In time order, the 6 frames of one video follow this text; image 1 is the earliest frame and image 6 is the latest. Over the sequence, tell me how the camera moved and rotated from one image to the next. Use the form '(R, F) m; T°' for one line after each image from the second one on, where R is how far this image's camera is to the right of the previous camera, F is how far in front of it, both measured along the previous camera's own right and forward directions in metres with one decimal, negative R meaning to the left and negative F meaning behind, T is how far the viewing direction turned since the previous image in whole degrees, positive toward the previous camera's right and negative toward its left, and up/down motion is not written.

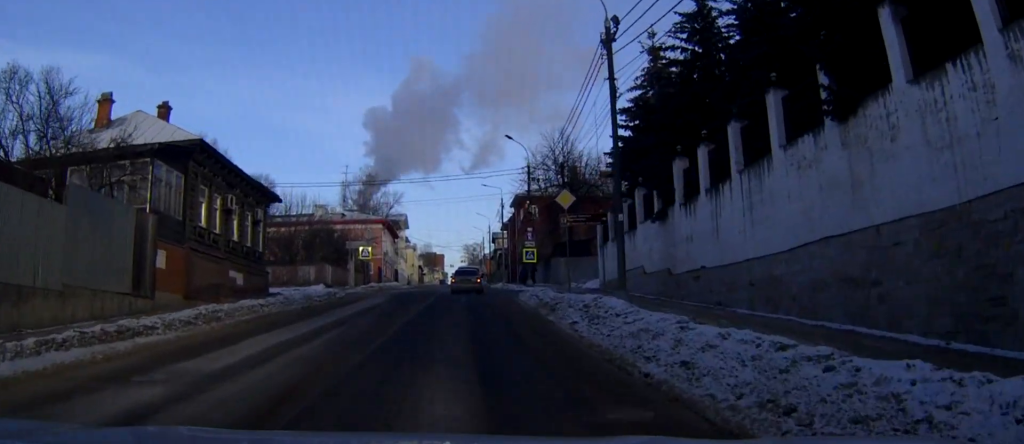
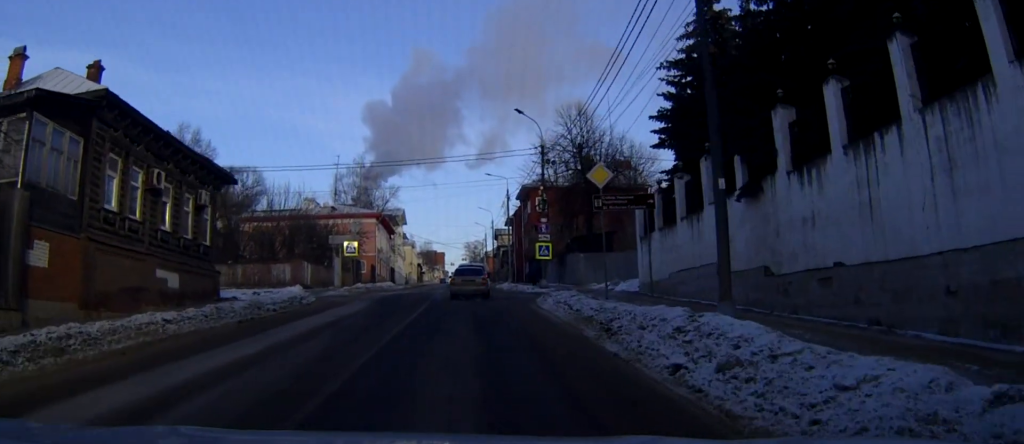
(0.0, +9.2) m; 0°
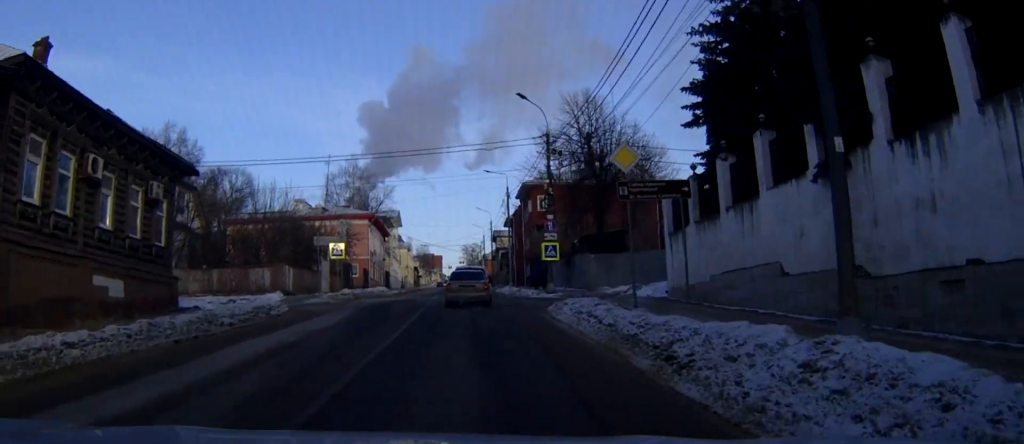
(0.0, +5.0) m; 0°
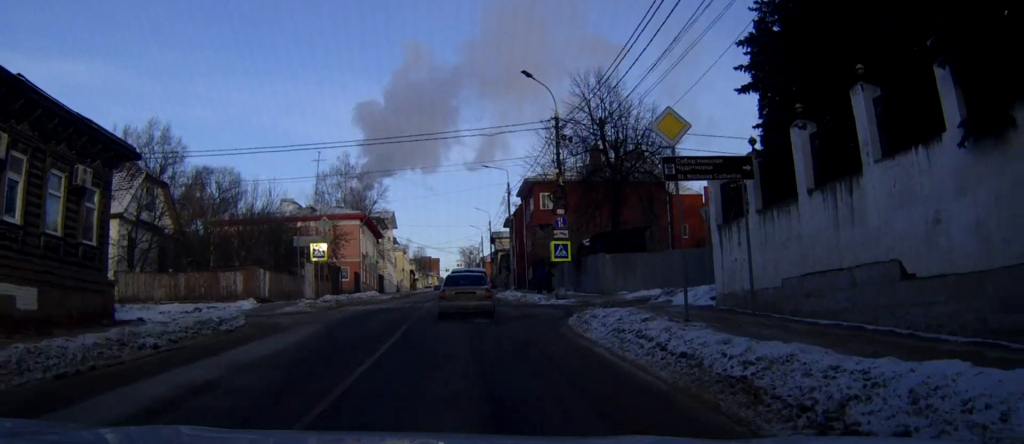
(0.0, +5.1) m; 0°
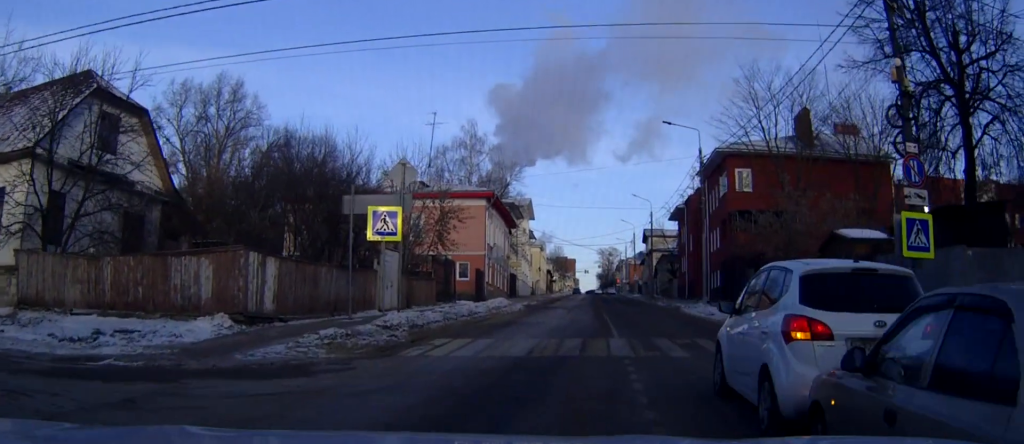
(-1.5, +20.9) m; -8°
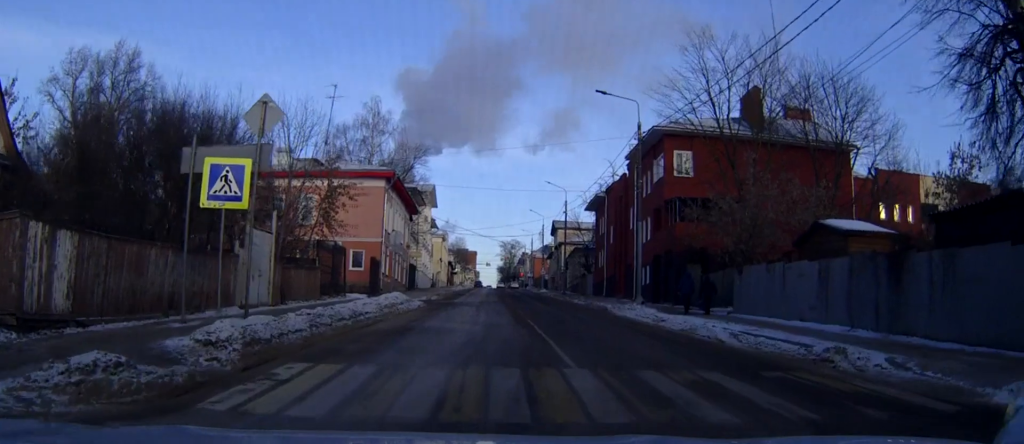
(+0.3, +6.4) m; +7°
